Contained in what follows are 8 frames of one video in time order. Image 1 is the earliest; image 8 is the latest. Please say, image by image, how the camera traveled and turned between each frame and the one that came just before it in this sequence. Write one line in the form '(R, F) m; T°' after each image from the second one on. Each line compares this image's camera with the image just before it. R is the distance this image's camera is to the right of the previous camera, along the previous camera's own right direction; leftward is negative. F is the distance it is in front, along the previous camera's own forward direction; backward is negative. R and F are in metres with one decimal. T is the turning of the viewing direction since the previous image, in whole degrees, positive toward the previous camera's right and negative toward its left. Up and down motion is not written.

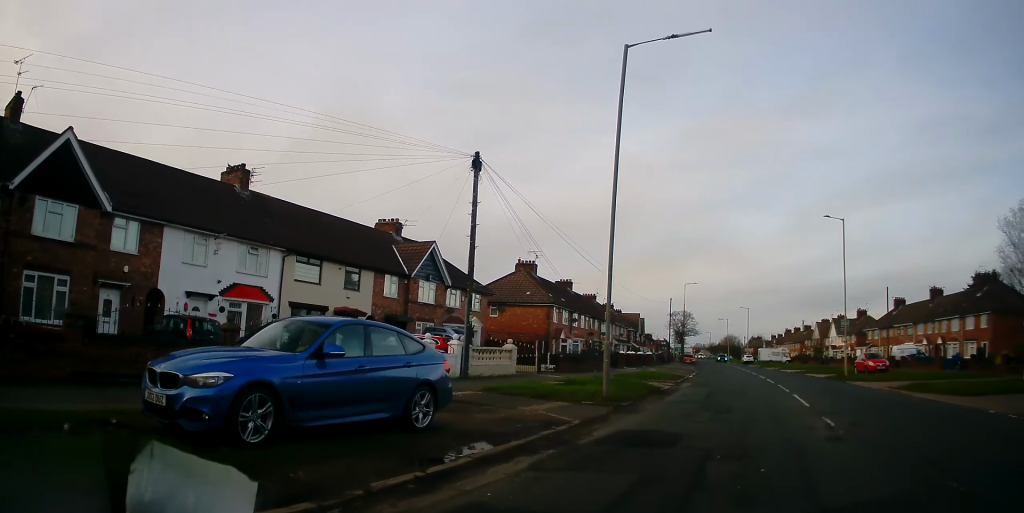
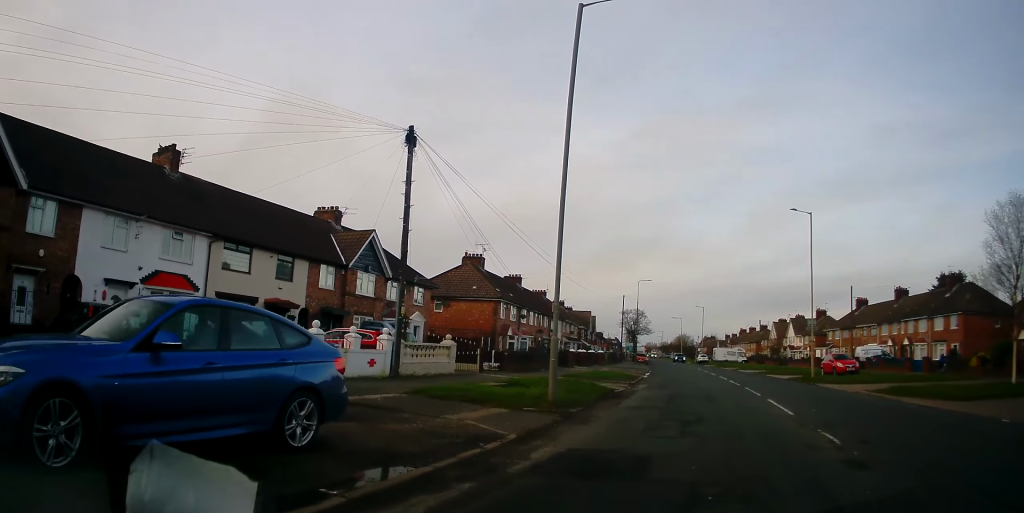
(-0.1, +2.1) m; +3°
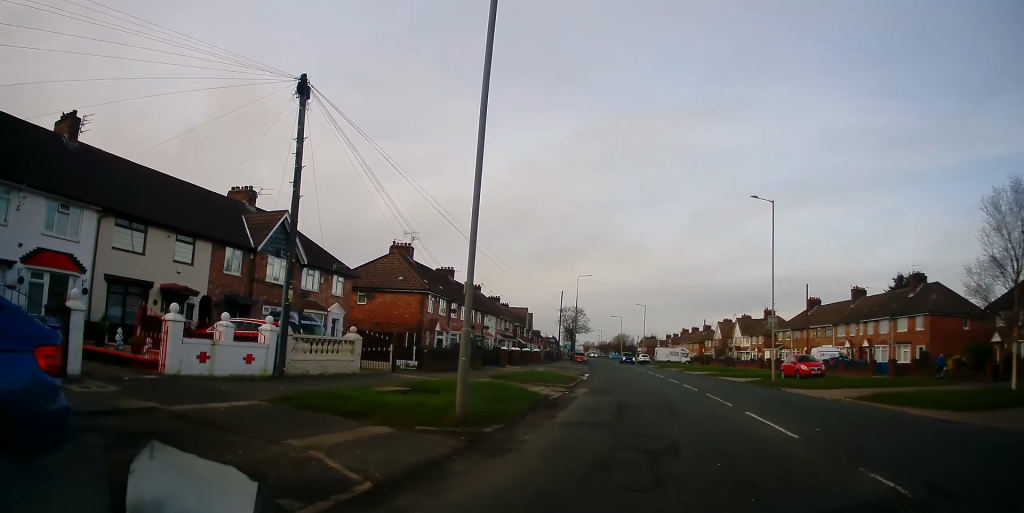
(+0.4, +3.7) m; +9°
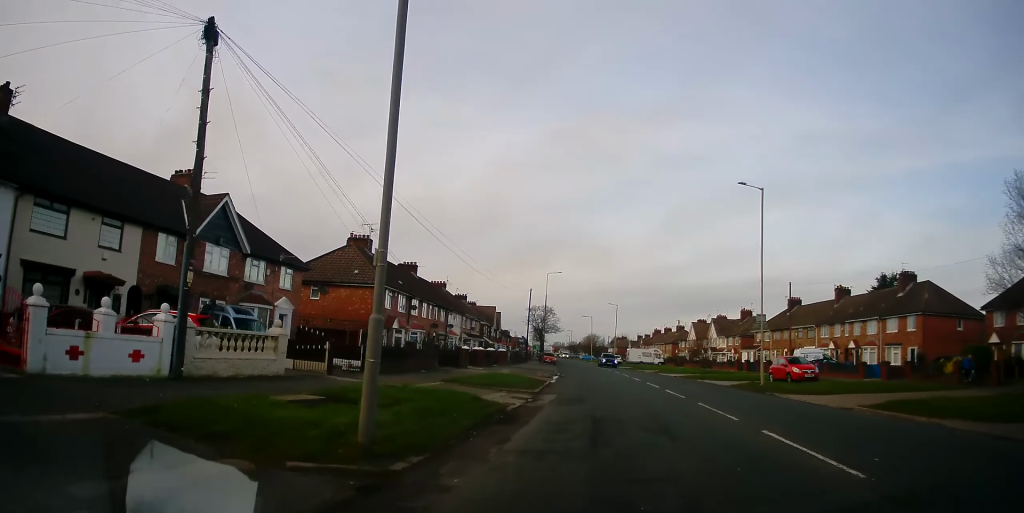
(+0.2, +3.3) m; +4°
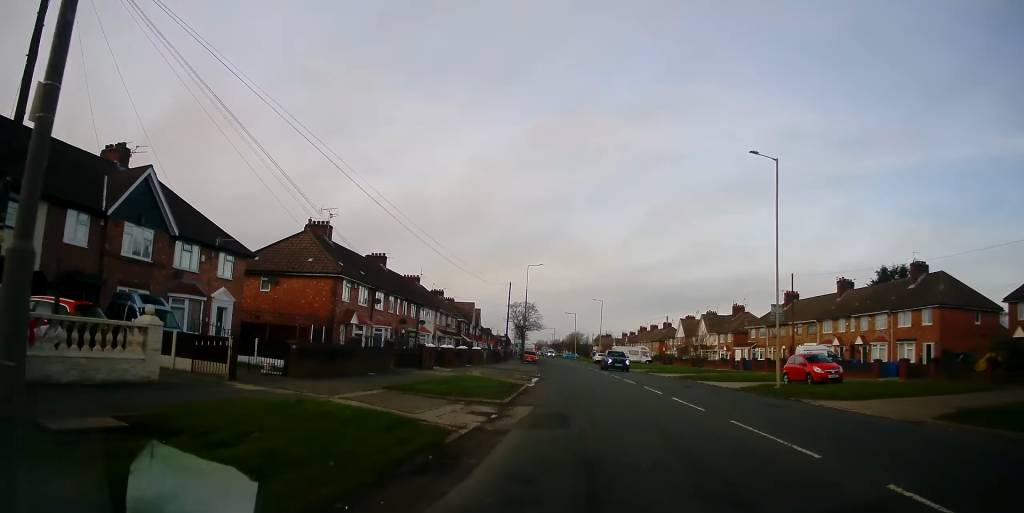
(+0.3, +5.0) m; 0°
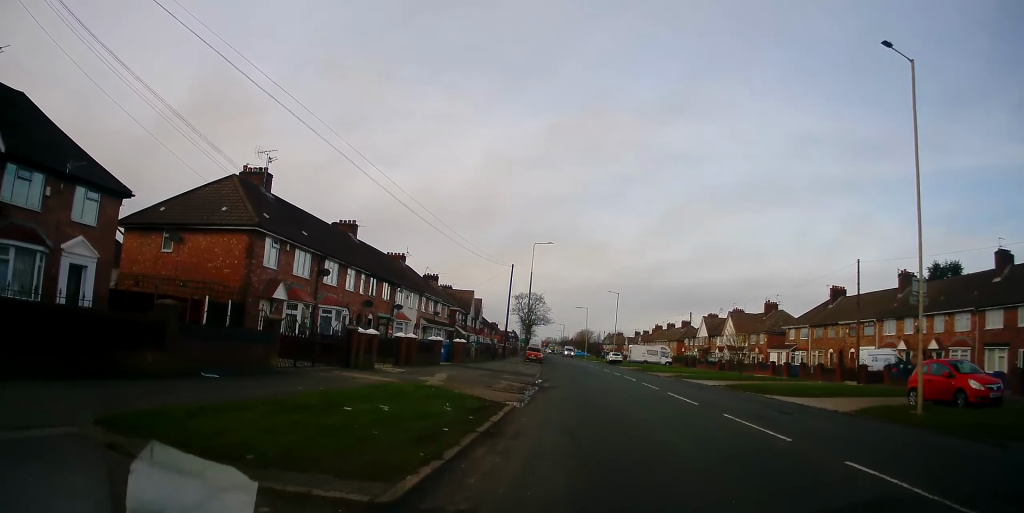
(+0.1, +11.4) m; +3°
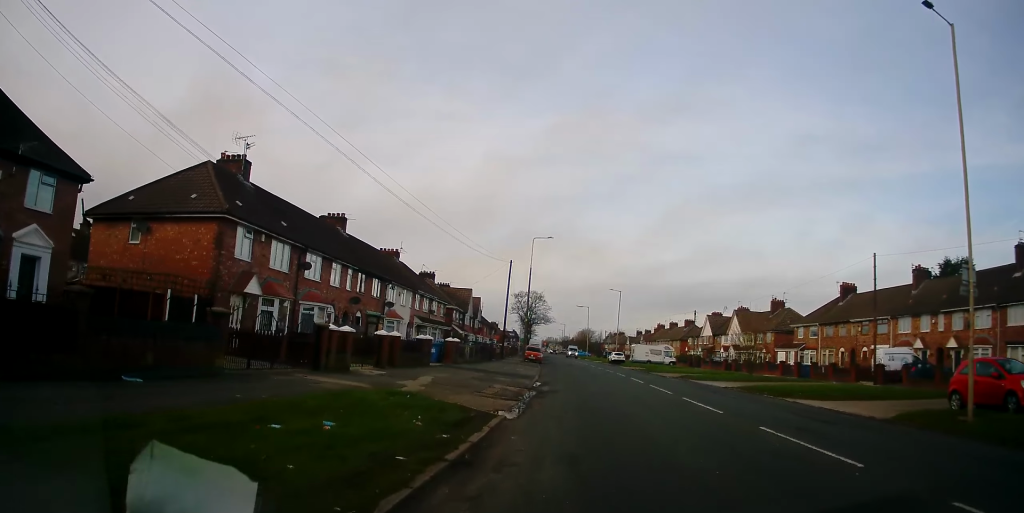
(-0.1, +2.6) m; -1°
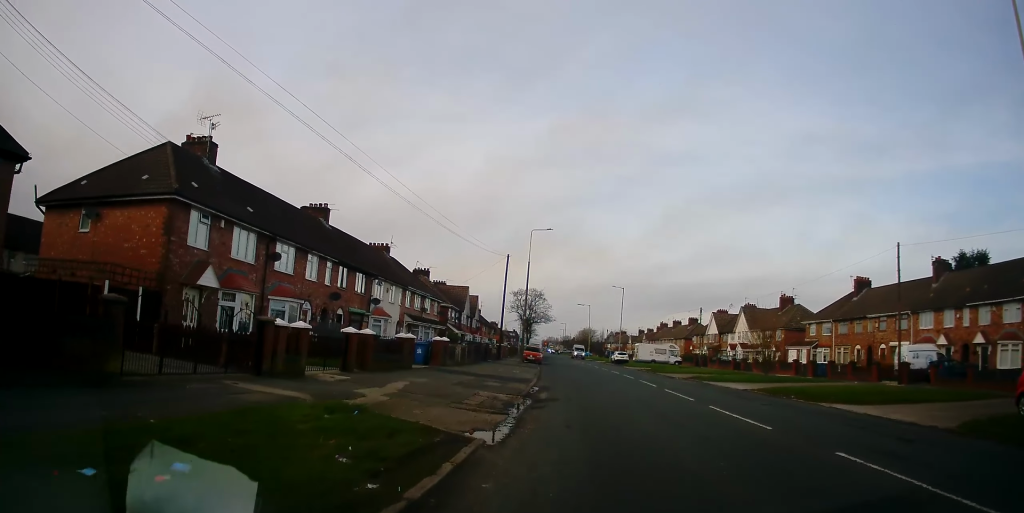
(0.0, +3.4) m; -2°
